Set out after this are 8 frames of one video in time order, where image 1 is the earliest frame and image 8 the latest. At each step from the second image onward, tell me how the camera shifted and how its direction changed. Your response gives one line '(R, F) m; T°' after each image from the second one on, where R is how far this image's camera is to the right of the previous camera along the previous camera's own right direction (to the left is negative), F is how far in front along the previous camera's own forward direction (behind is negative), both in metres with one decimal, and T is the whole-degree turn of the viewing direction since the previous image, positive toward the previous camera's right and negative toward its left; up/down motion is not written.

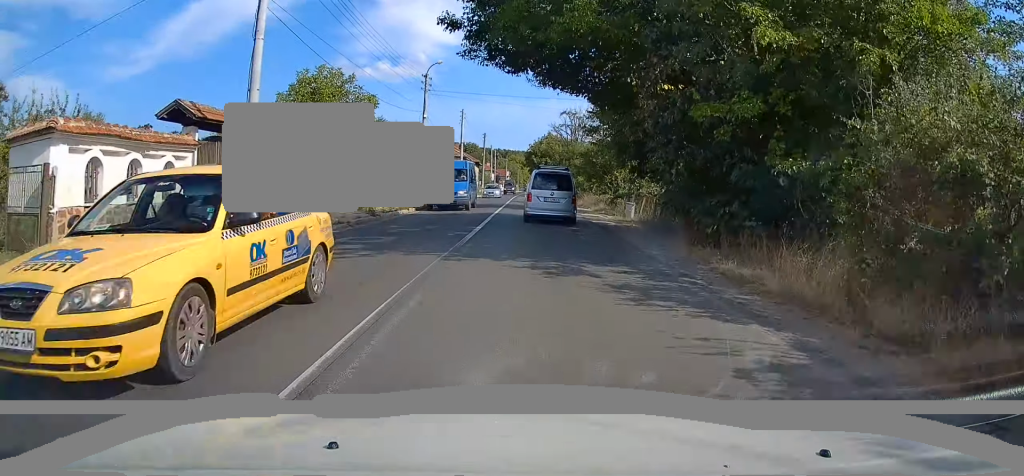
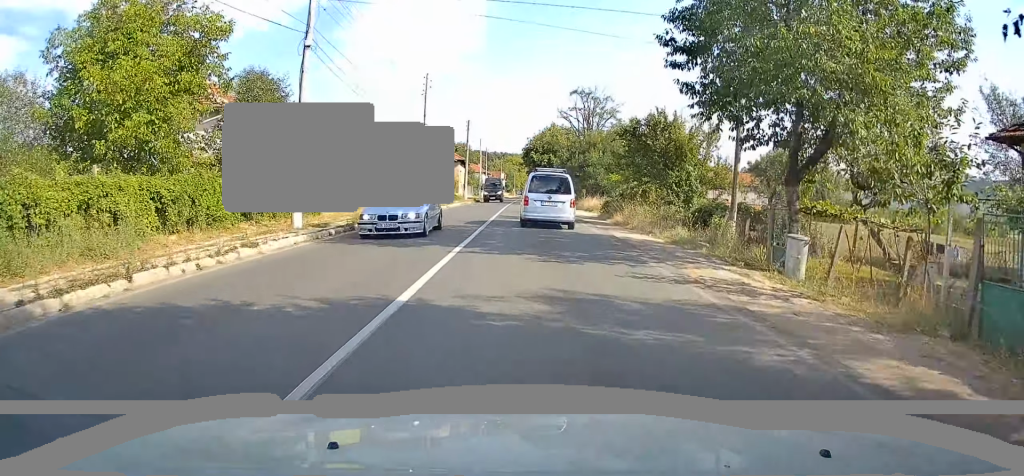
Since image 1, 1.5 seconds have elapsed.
(+0.1, +21.0) m; 0°
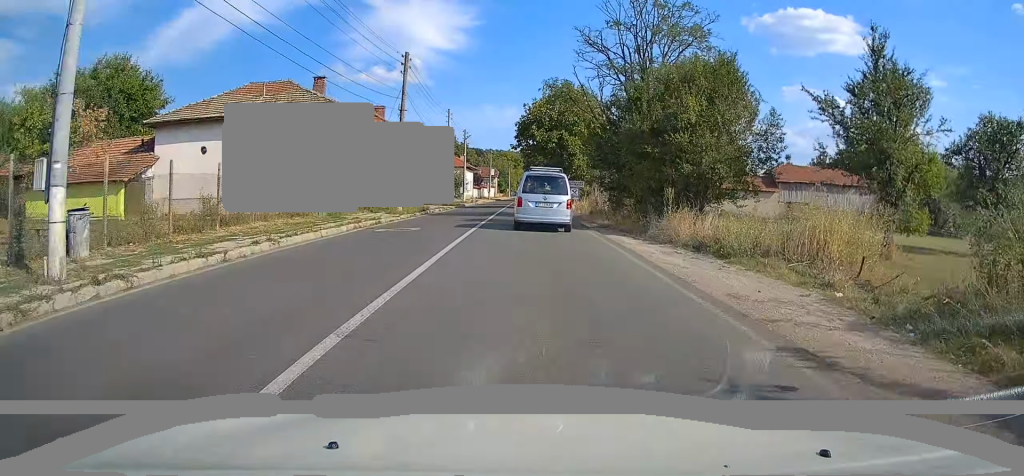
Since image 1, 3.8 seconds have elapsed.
(-0.2, +31.8) m; 0°
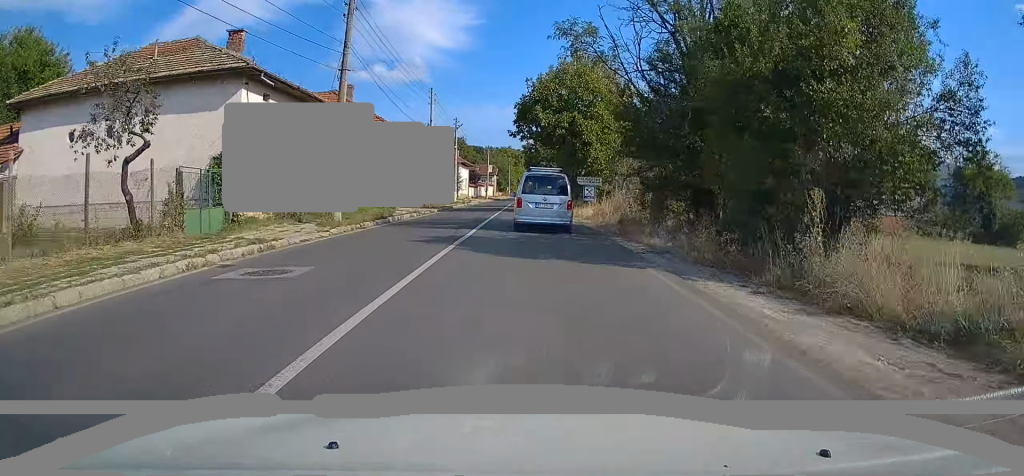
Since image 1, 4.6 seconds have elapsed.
(0.0, +10.6) m; 0°
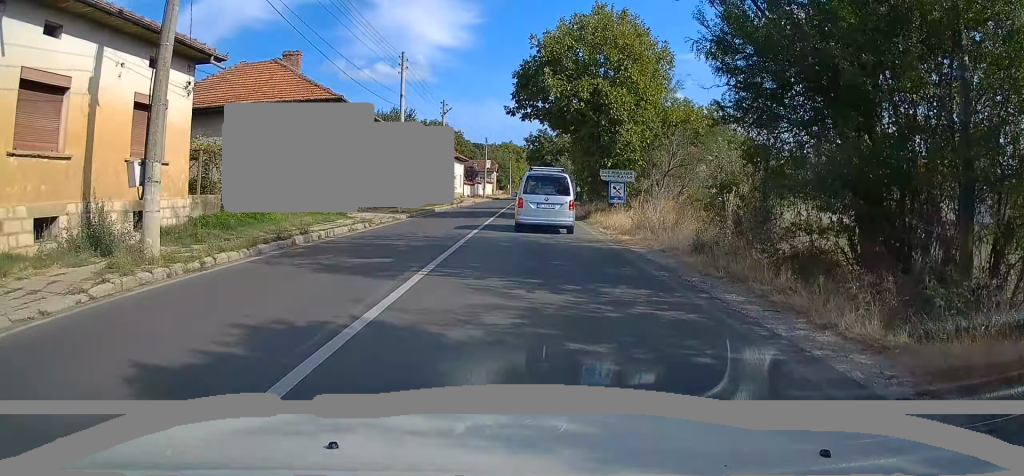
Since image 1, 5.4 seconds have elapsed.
(0.0, +11.0) m; 0°
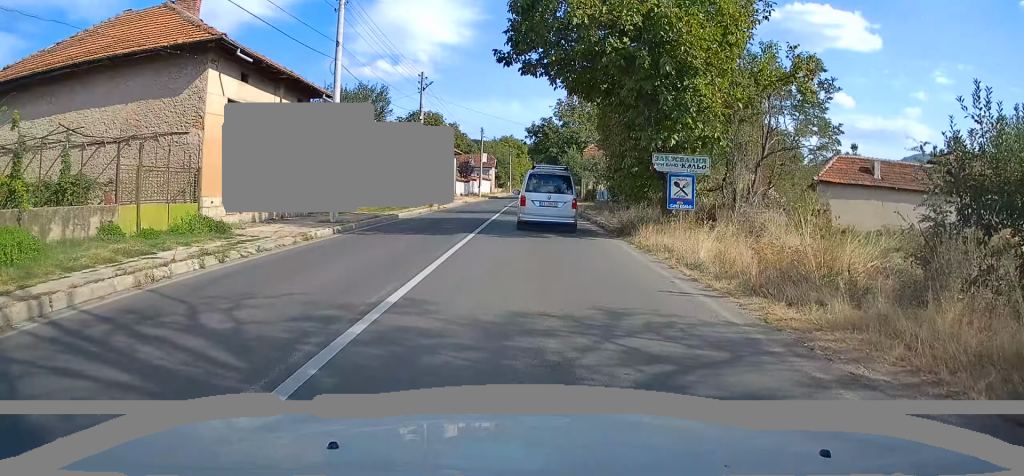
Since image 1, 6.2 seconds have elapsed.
(0.0, +11.5) m; 0°
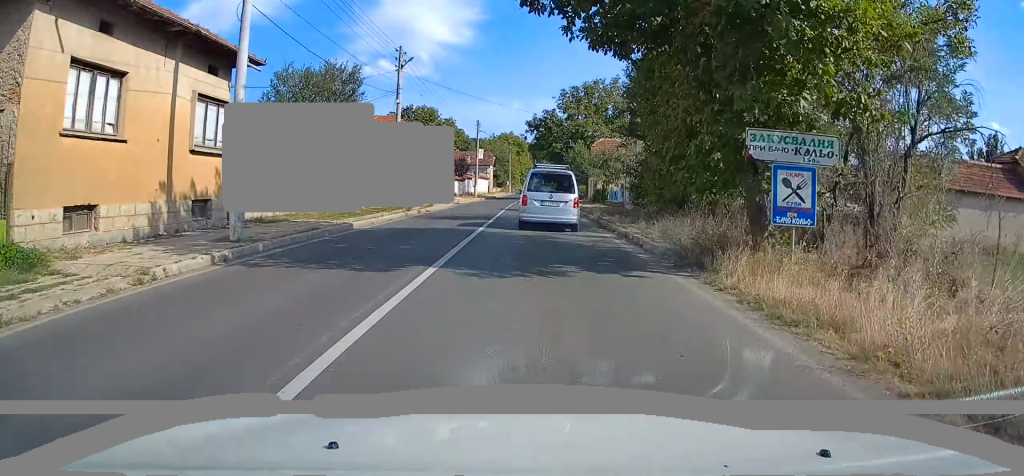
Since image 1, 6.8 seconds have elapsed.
(-0.1, +7.4) m; 0°
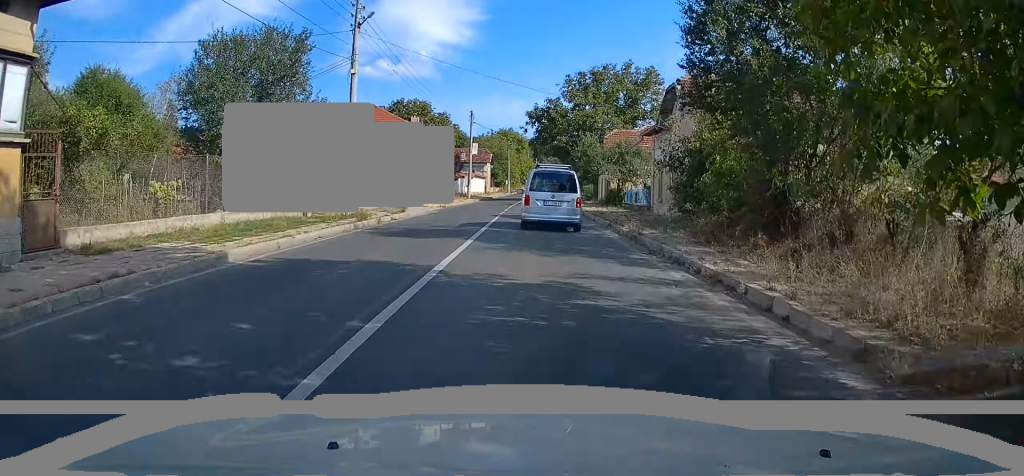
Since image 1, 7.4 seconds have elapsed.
(+0.1, +8.7) m; 0°
